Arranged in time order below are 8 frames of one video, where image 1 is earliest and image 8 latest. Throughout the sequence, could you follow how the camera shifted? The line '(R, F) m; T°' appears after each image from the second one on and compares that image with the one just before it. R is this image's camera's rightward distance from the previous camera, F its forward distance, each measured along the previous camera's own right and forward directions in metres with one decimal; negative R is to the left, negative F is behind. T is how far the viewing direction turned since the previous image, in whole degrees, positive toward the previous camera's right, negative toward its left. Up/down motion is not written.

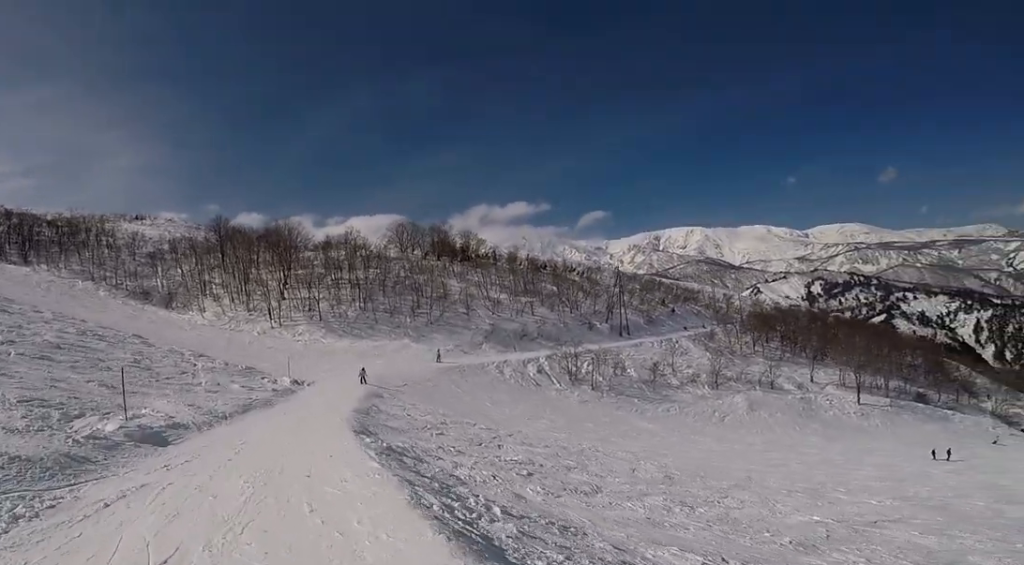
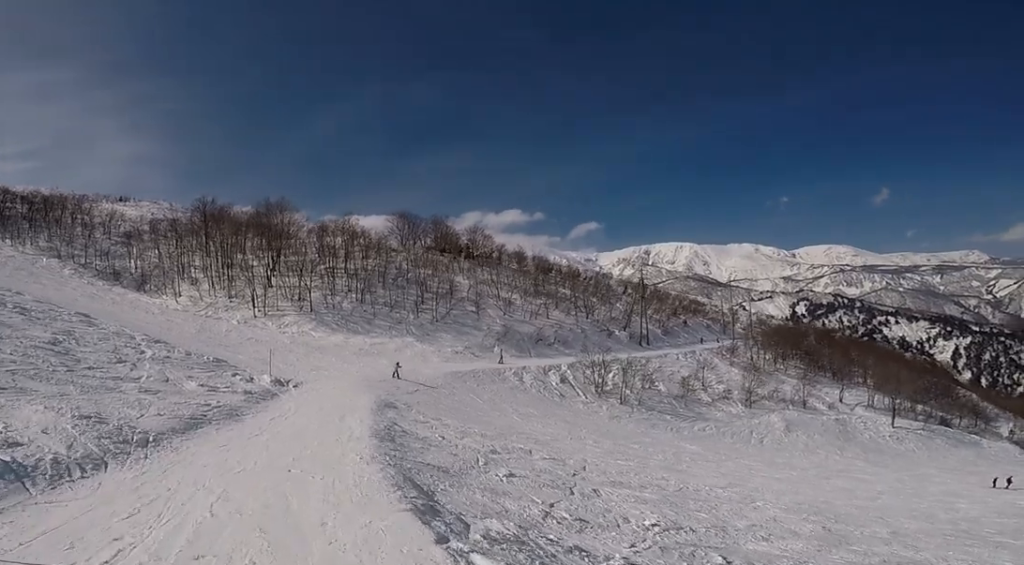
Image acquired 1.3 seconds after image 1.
(+0.4, +8.1) m; +8°
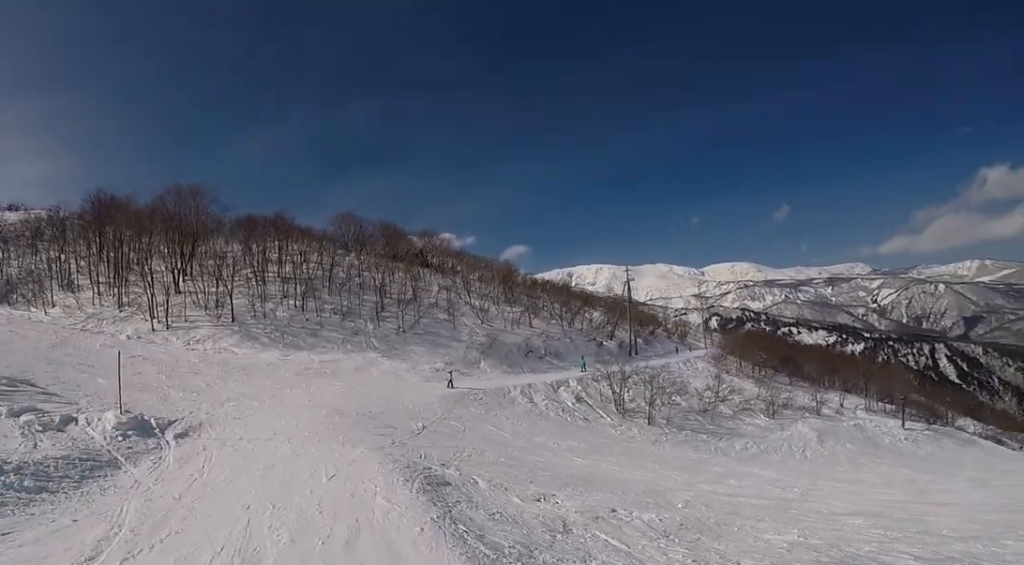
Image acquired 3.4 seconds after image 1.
(+0.7, +13.6) m; +7°
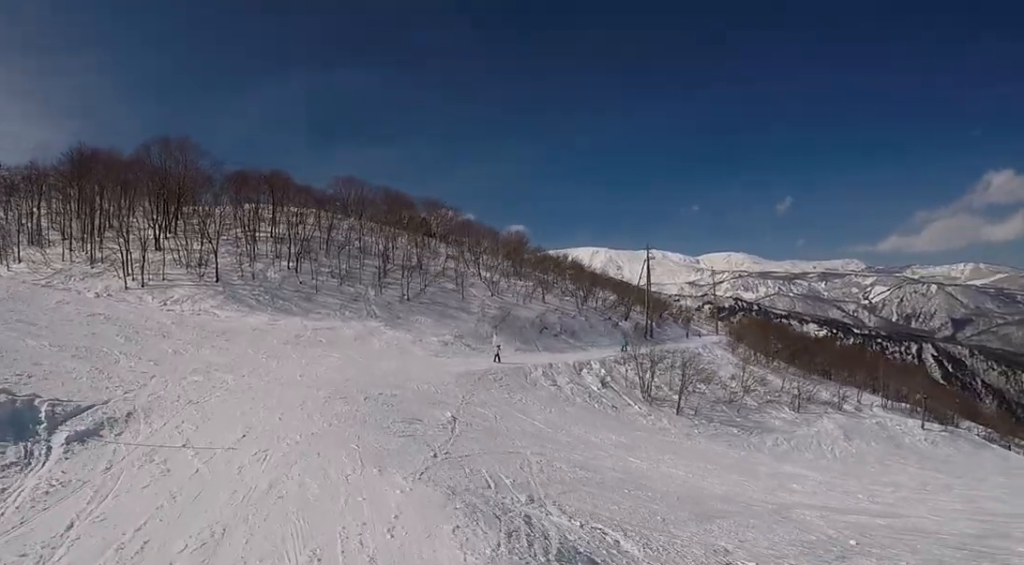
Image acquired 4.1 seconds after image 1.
(+0.1, +4.5) m; +6°
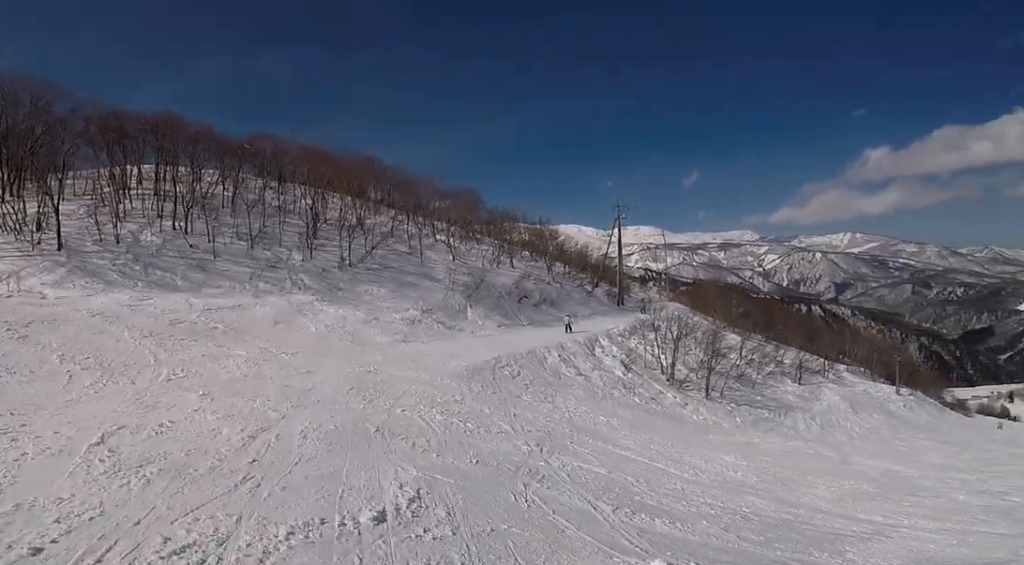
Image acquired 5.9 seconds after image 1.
(+1.7, +10.7) m; +17°
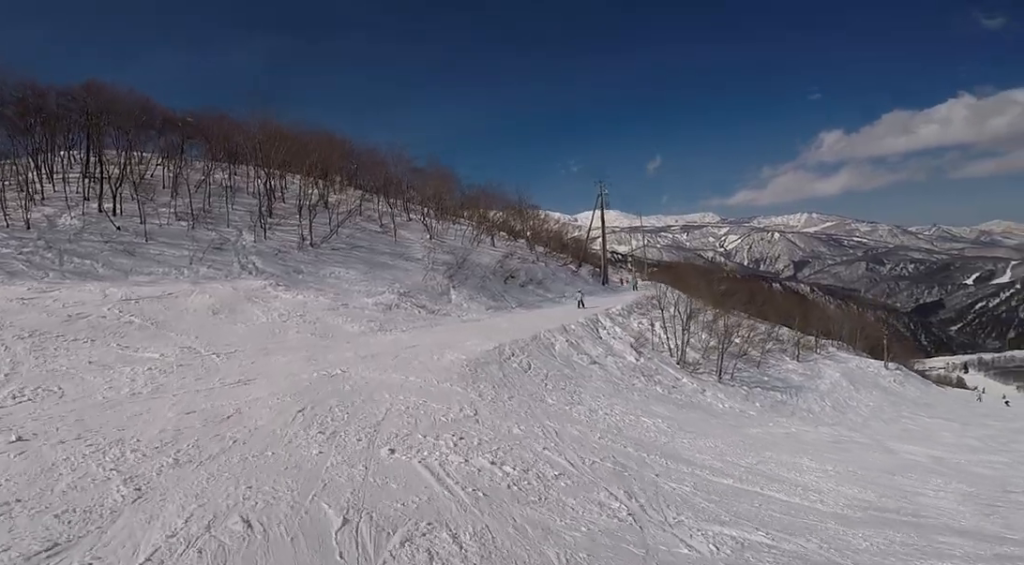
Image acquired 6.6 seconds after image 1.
(-0.2, +3.8) m; +6°
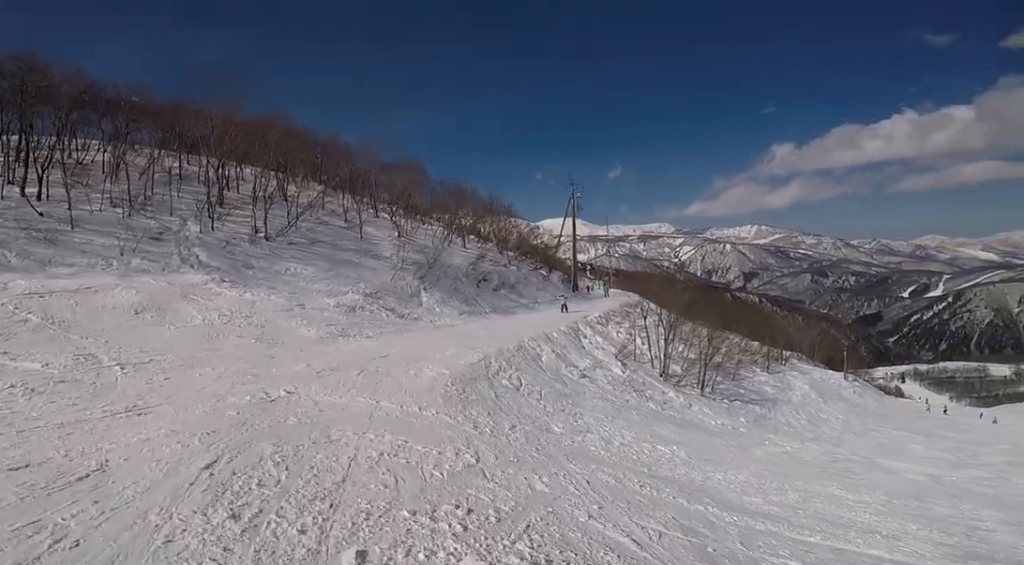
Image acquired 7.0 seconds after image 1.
(+0.3, +2.3) m; +7°
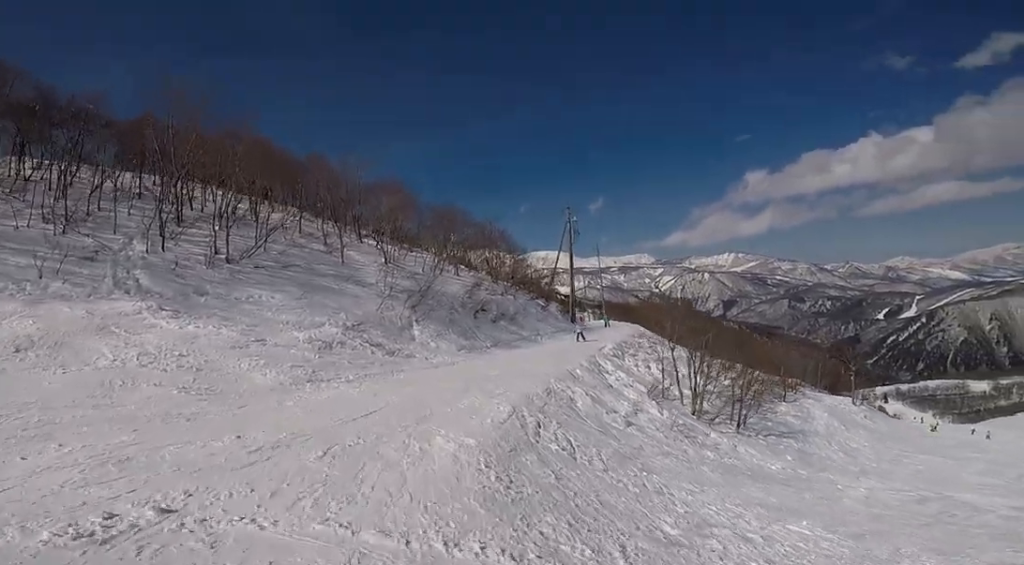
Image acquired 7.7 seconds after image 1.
(+0.2, +3.6) m; +11°
